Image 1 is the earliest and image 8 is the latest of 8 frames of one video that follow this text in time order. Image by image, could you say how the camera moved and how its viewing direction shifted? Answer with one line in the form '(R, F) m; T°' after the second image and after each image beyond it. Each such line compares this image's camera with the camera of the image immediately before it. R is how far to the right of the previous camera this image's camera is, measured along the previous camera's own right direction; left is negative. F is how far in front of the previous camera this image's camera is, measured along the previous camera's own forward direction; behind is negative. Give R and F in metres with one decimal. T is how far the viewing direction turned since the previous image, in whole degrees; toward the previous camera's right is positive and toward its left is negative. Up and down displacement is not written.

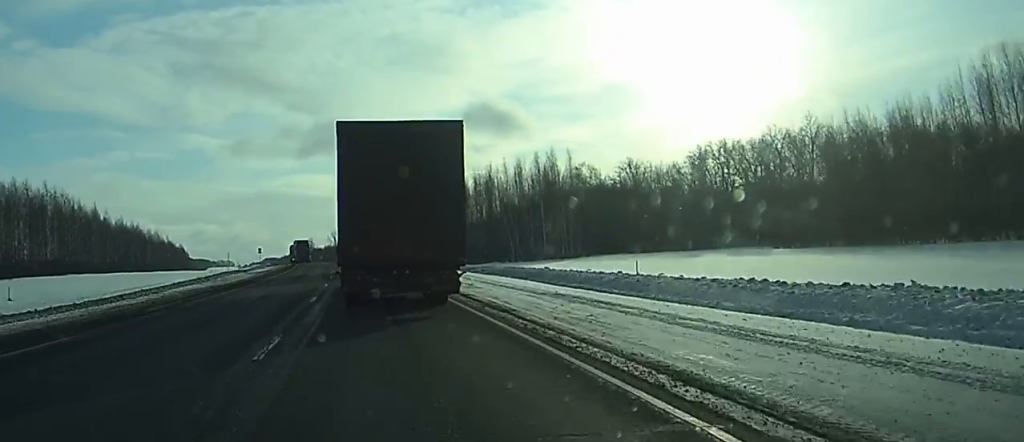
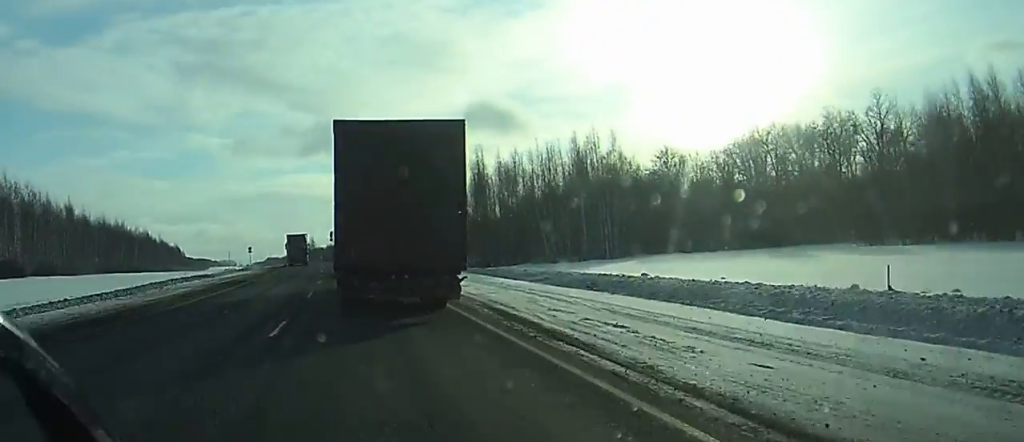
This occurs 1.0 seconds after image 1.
(-0.6, +21.4) m; -1°
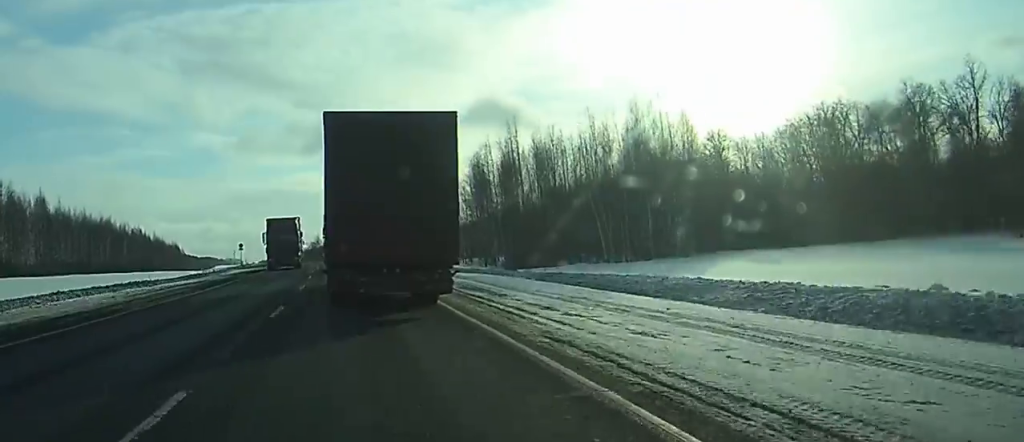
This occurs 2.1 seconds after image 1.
(+0.2, +21.6) m; 0°
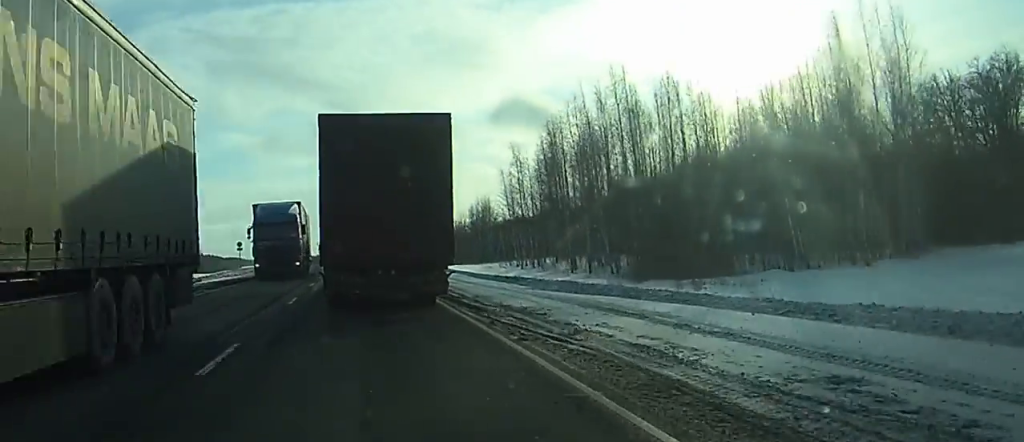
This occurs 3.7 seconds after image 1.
(+0.1, +32.3) m; +1°
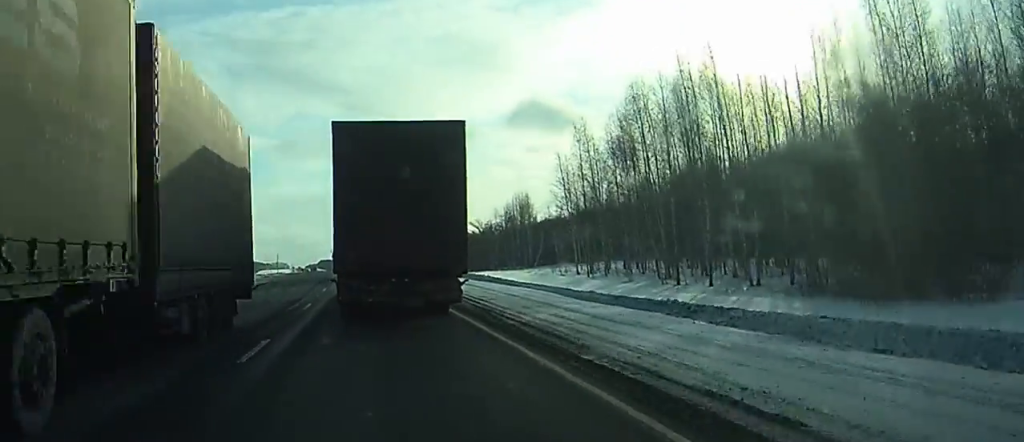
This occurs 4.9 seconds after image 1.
(0.0, +22.1) m; 0°
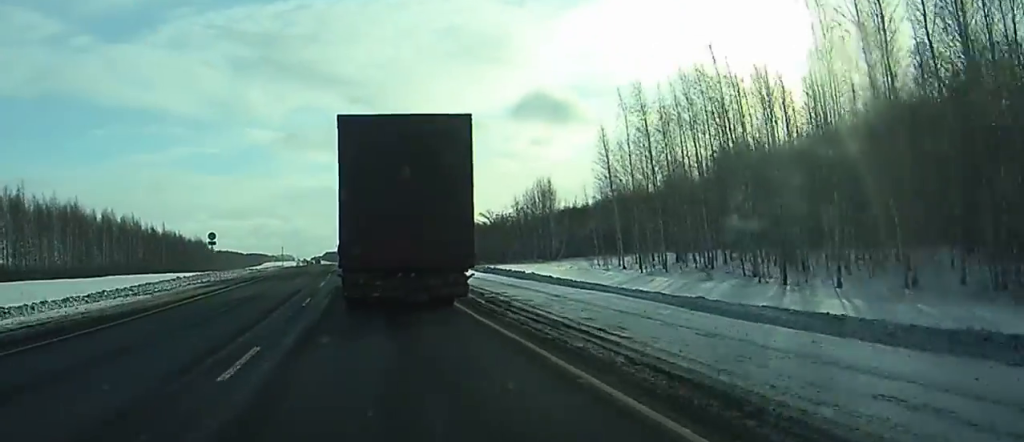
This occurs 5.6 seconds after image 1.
(-0.1, +13.7) m; -1°
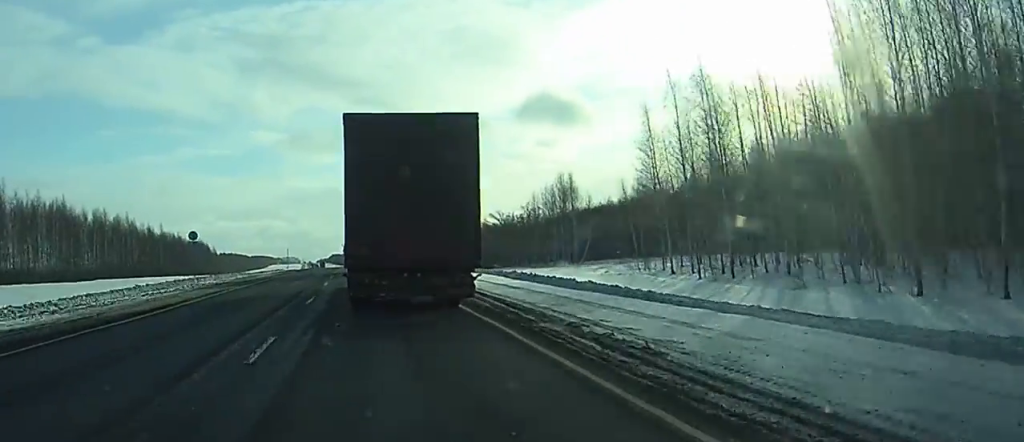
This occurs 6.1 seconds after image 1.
(-0.1, +10.5) m; 0°
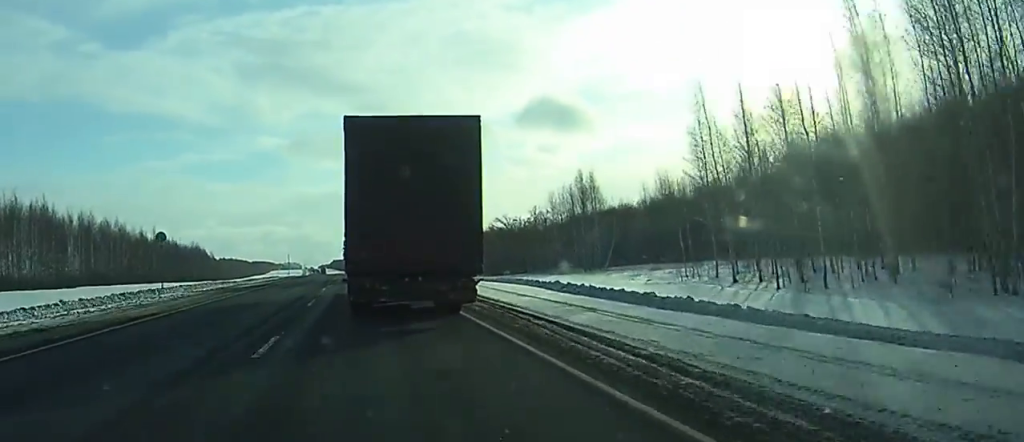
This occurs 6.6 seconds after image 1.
(-0.1, +10.6) m; 0°
